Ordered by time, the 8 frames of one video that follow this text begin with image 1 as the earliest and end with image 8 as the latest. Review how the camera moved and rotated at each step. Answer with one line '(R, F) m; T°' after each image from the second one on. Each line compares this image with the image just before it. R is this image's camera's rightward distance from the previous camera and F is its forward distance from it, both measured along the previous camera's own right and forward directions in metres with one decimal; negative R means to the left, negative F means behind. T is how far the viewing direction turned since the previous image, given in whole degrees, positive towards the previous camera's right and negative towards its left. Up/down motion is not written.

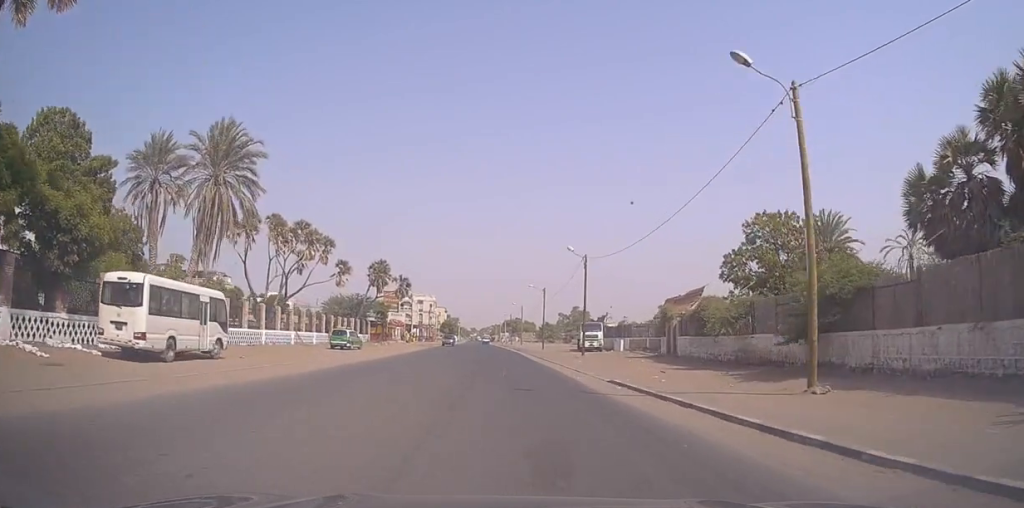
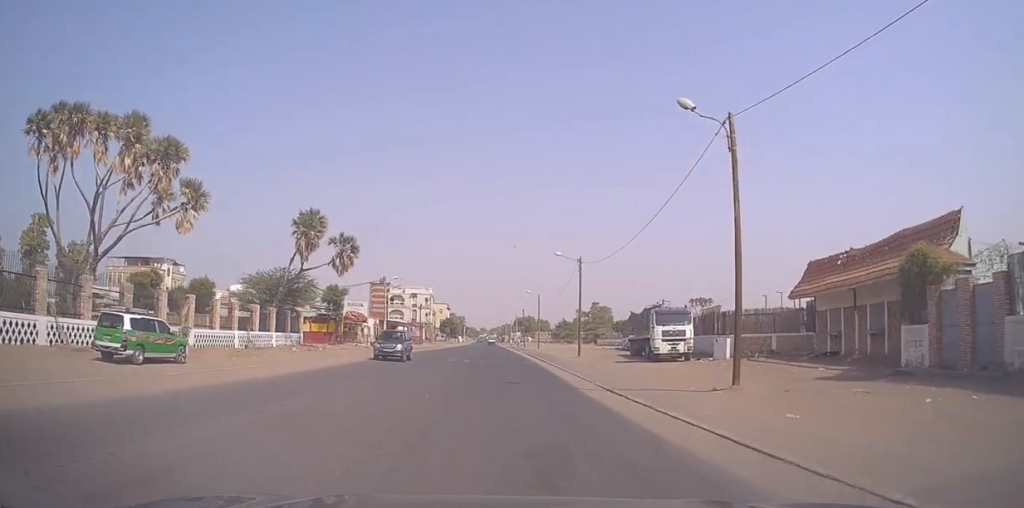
(-1.4, +27.5) m; -4°
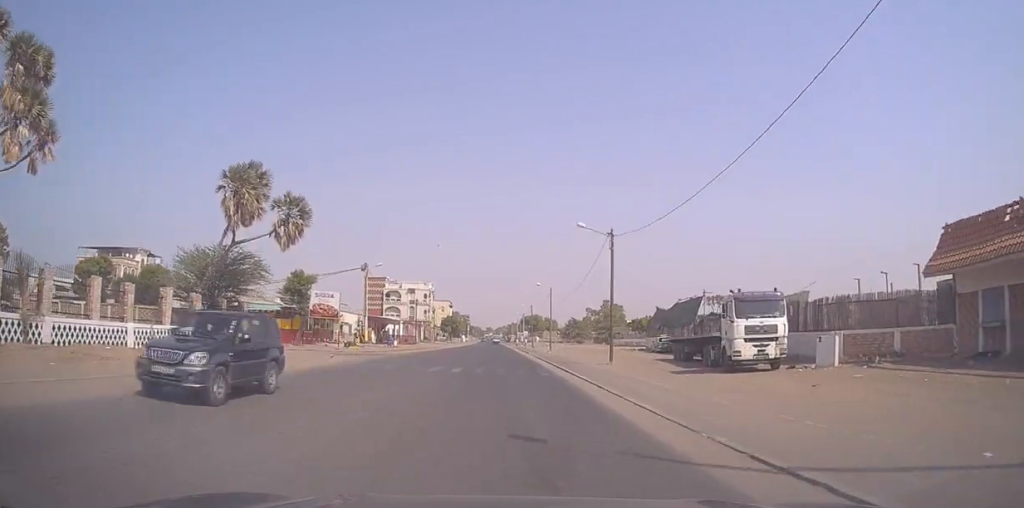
(-0.2, +11.8) m; -1°
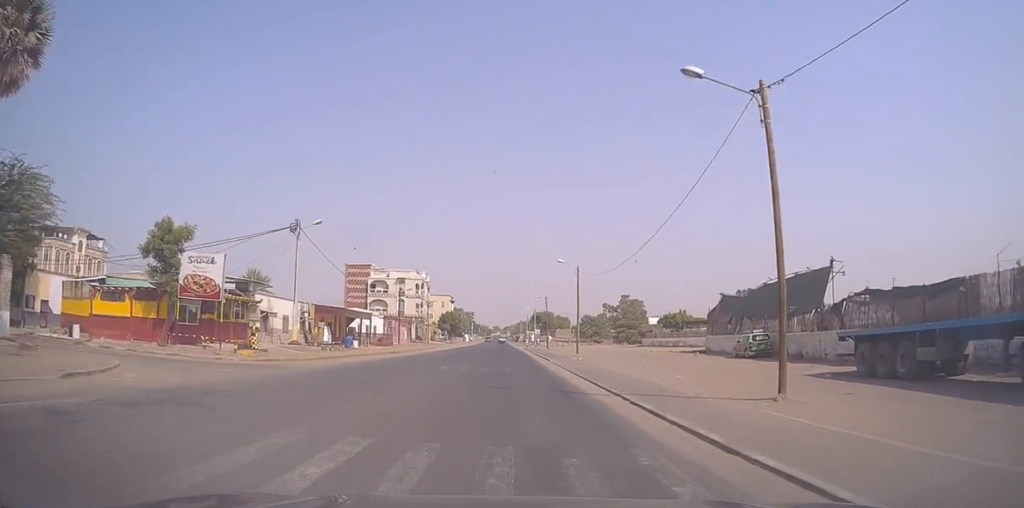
(0.0, +21.0) m; 0°
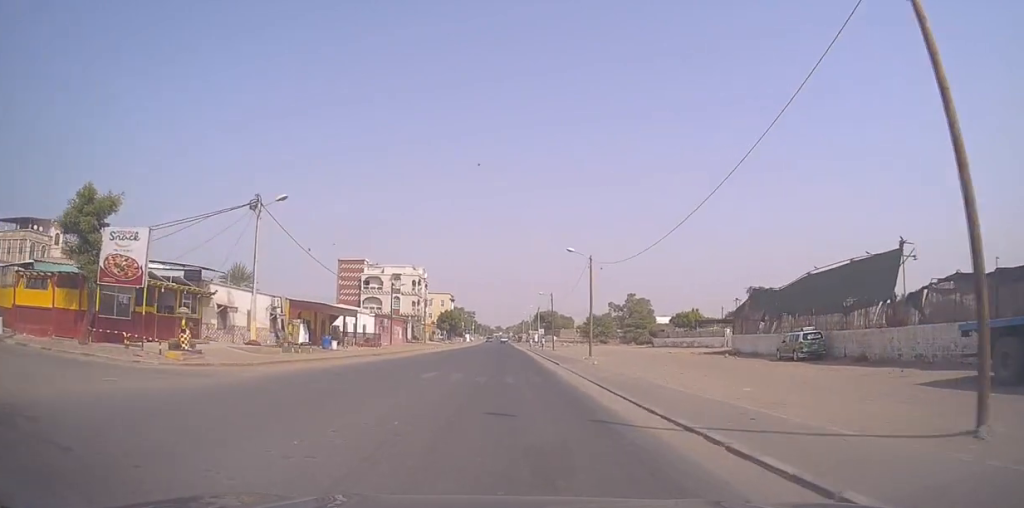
(-0.1, +6.5) m; 0°
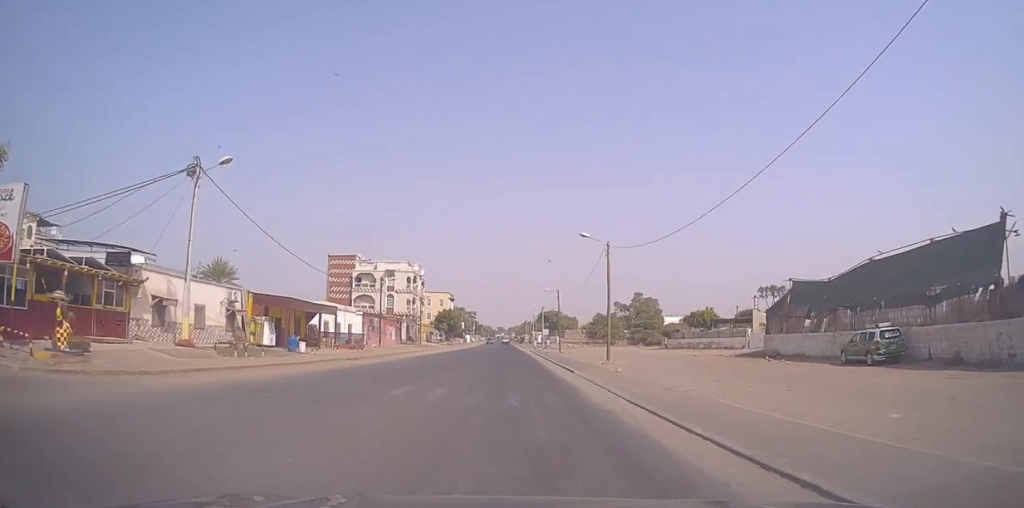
(0.0, +6.9) m; 0°
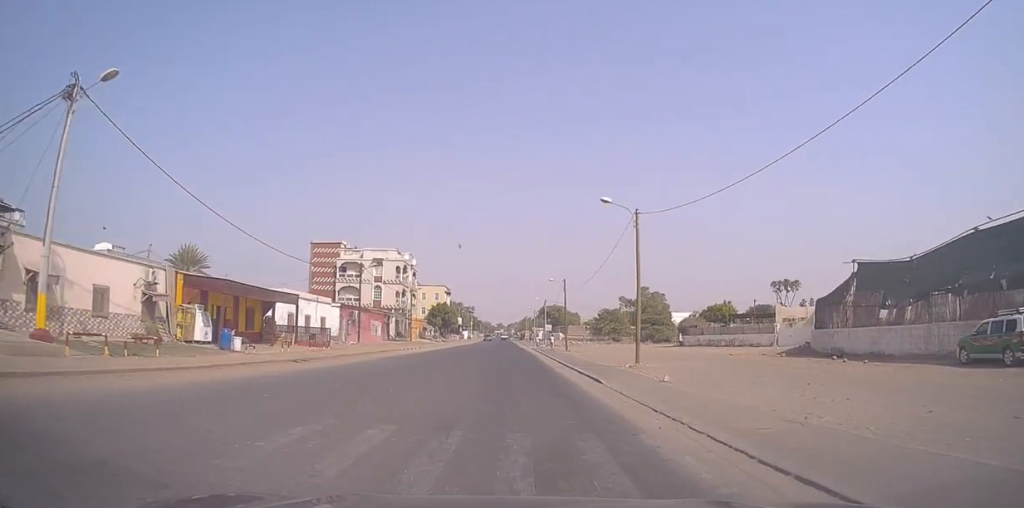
(+0.1, +8.6) m; 0°
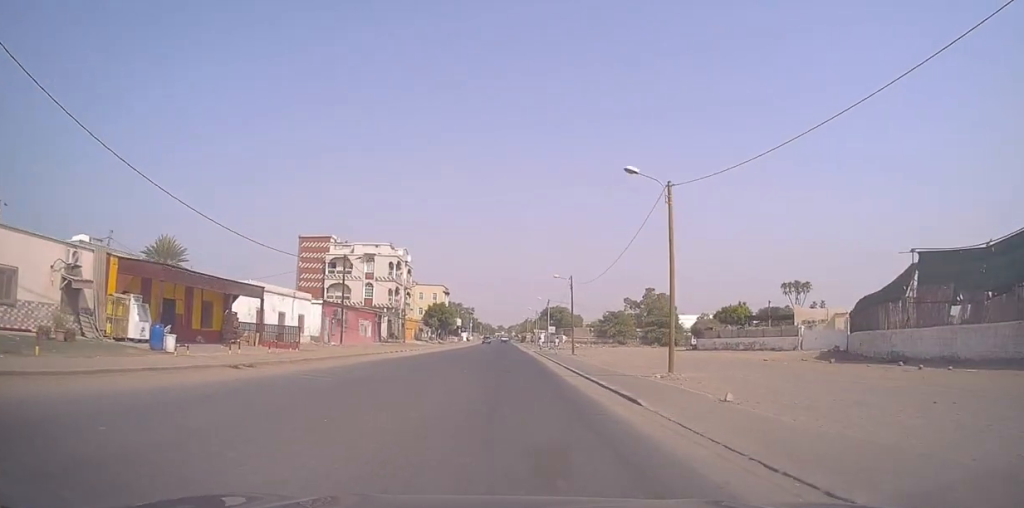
(-0.1, +5.8) m; 0°
